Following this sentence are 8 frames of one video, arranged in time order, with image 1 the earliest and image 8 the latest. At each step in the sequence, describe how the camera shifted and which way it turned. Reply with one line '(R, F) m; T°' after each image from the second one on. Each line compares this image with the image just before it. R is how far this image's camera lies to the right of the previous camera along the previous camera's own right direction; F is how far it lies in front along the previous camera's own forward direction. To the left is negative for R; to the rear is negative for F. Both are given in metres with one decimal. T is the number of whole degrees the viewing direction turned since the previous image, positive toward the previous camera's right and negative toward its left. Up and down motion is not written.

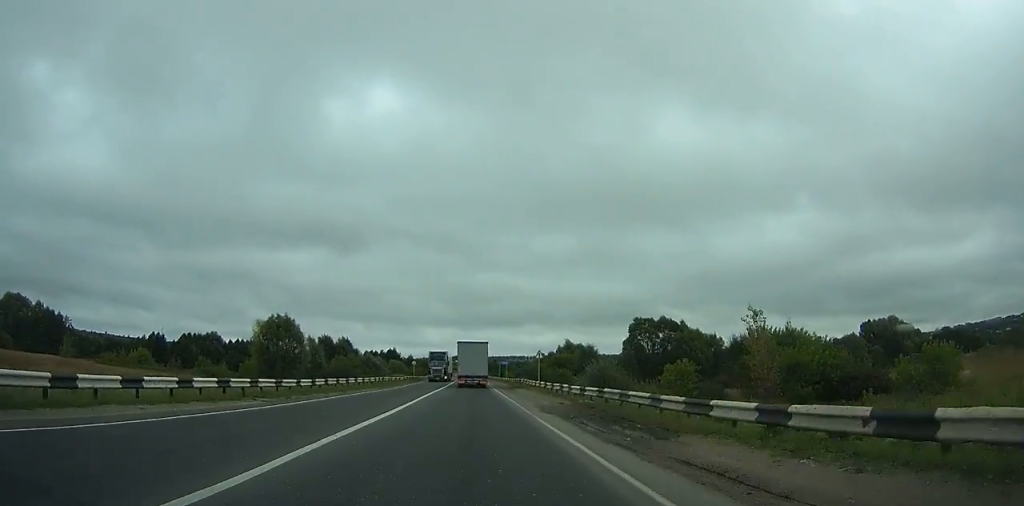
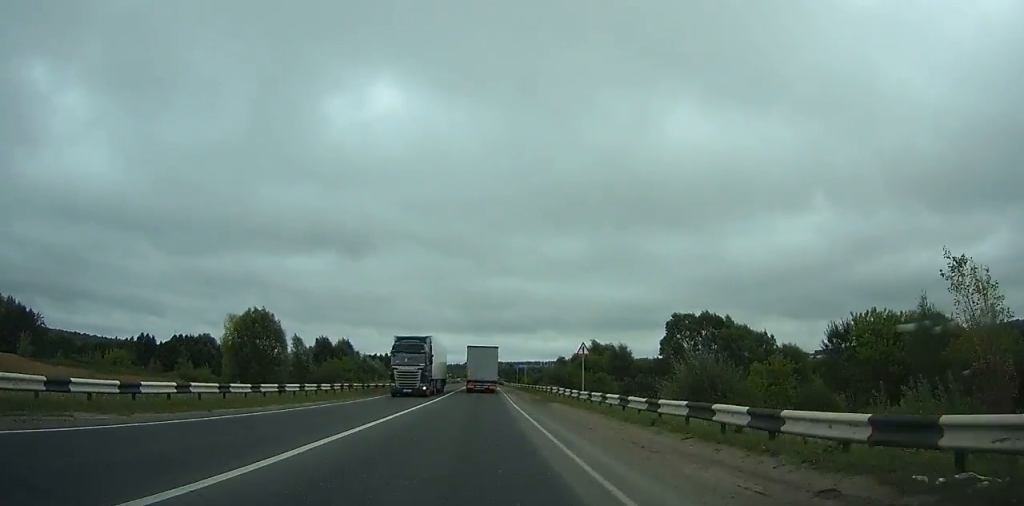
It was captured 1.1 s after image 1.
(-0.4, +17.9) m; -2°
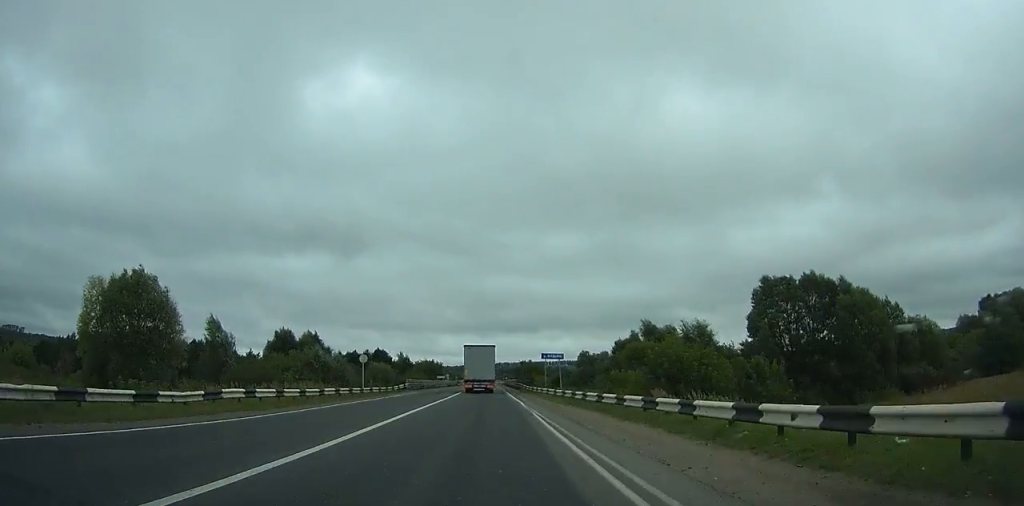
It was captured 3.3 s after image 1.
(-1.2, +37.8) m; -3°
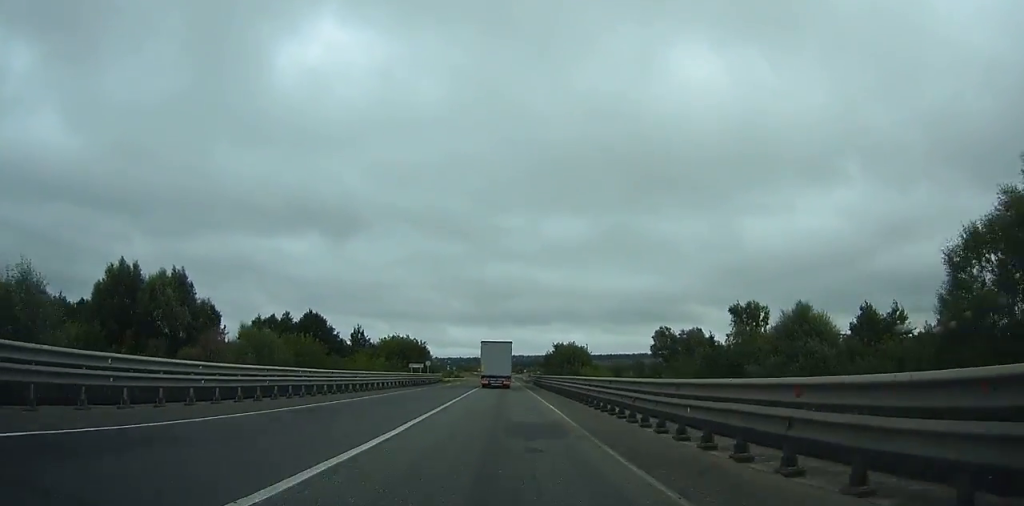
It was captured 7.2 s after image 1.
(-1.2, +69.0) m; -1°
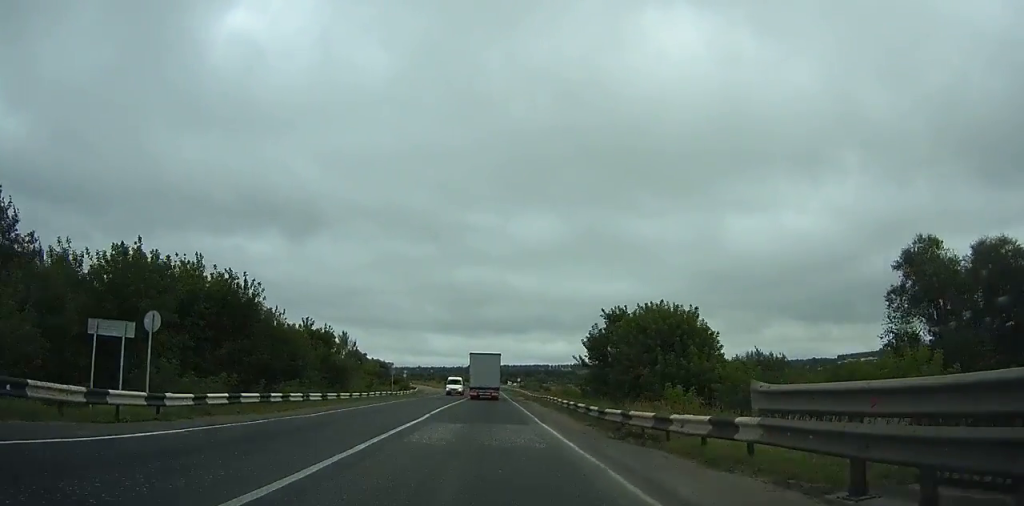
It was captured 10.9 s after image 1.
(+0.4, +66.1) m; 0°
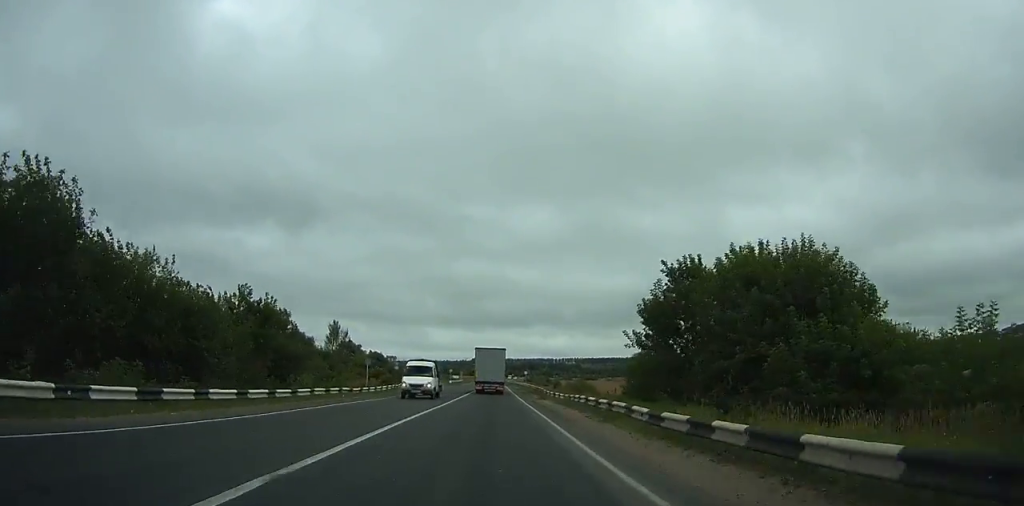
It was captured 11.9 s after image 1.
(0.0, +16.7) m; 0°
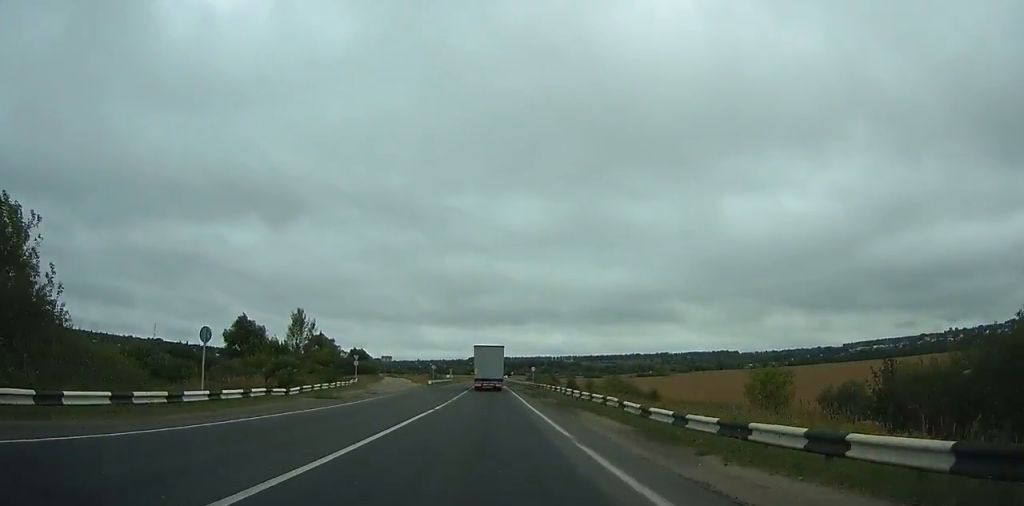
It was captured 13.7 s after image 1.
(0.0, +32.6) m; 0°
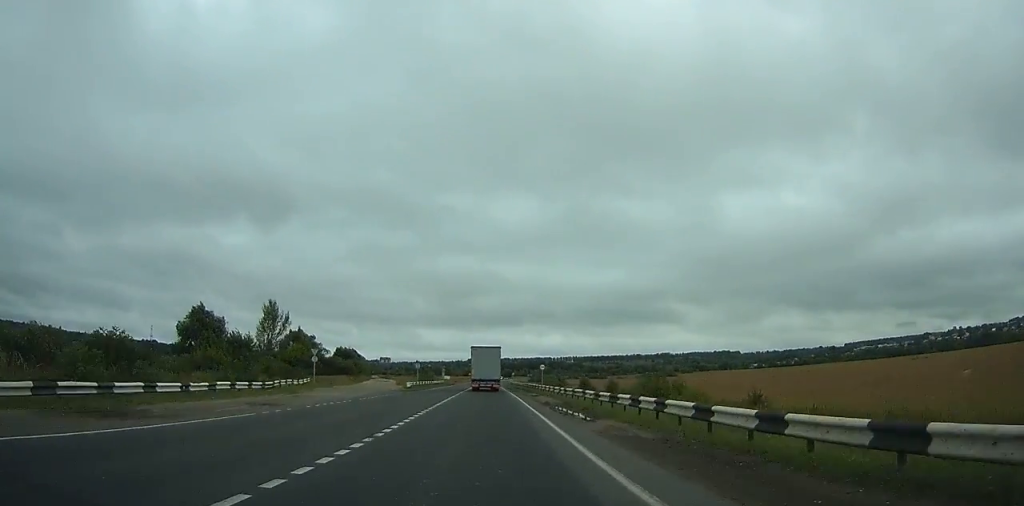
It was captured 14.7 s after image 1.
(+0.1, +19.7) m; 0°
